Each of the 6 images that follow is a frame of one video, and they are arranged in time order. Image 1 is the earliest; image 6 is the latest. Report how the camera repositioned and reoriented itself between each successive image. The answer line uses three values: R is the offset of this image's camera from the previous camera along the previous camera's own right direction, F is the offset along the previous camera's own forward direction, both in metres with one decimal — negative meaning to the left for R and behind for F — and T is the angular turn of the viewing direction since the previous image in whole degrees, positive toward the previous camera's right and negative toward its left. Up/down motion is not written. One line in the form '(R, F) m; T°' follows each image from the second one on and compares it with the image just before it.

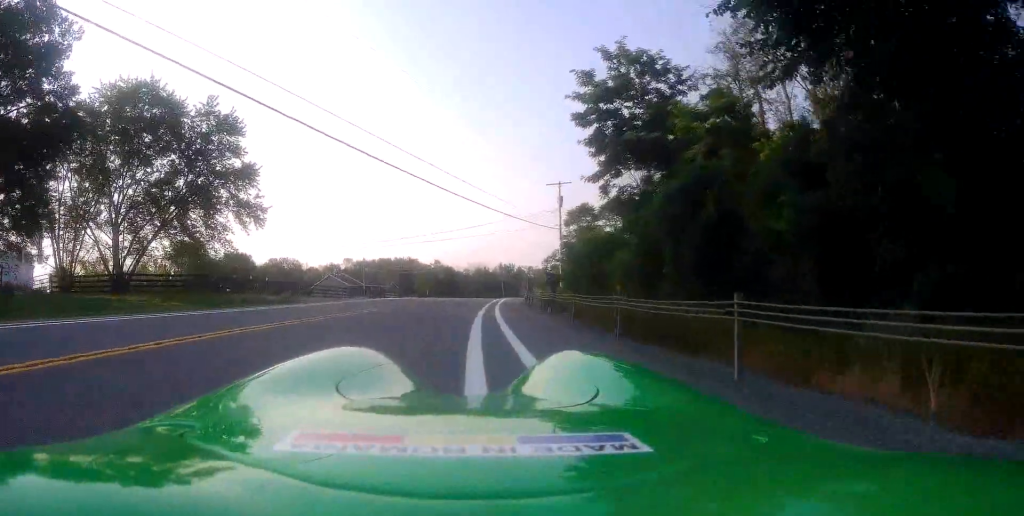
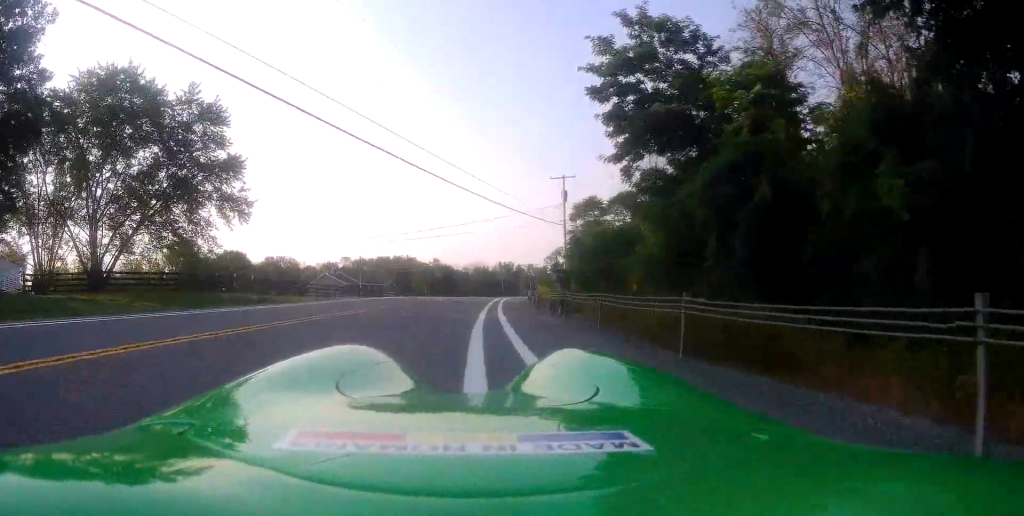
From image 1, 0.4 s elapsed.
(-0.1, +3.0) m; -1°
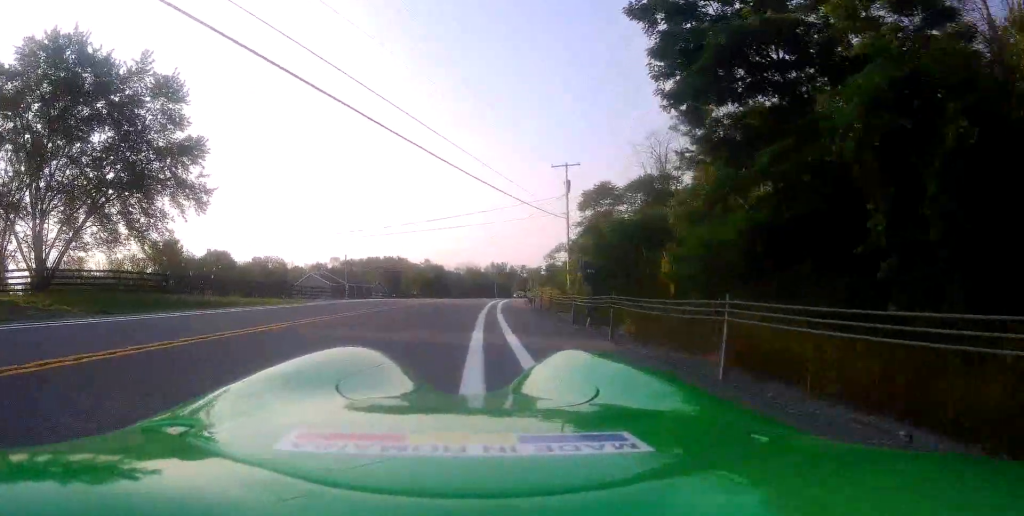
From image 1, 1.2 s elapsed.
(-0.1, +5.7) m; -2°
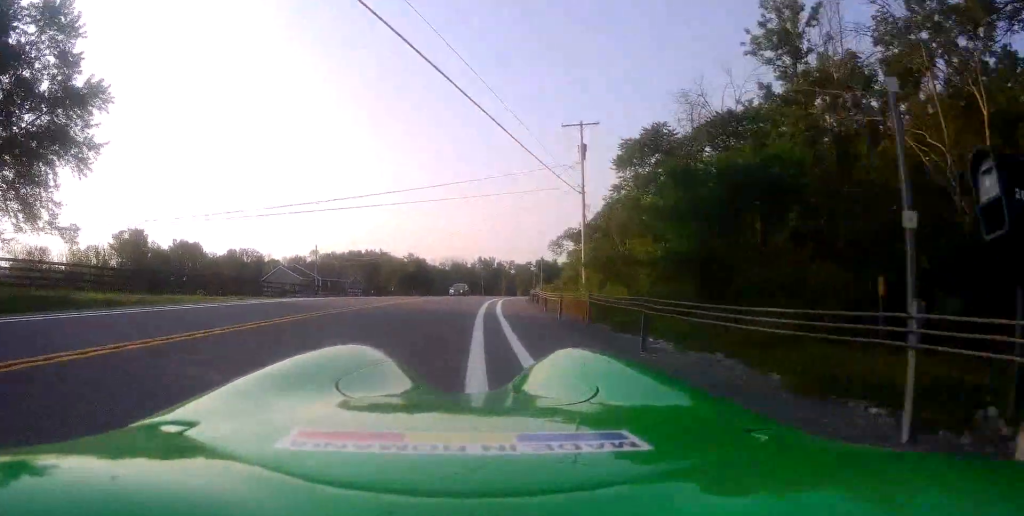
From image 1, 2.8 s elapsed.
(0.0, +11.3) m; 0°
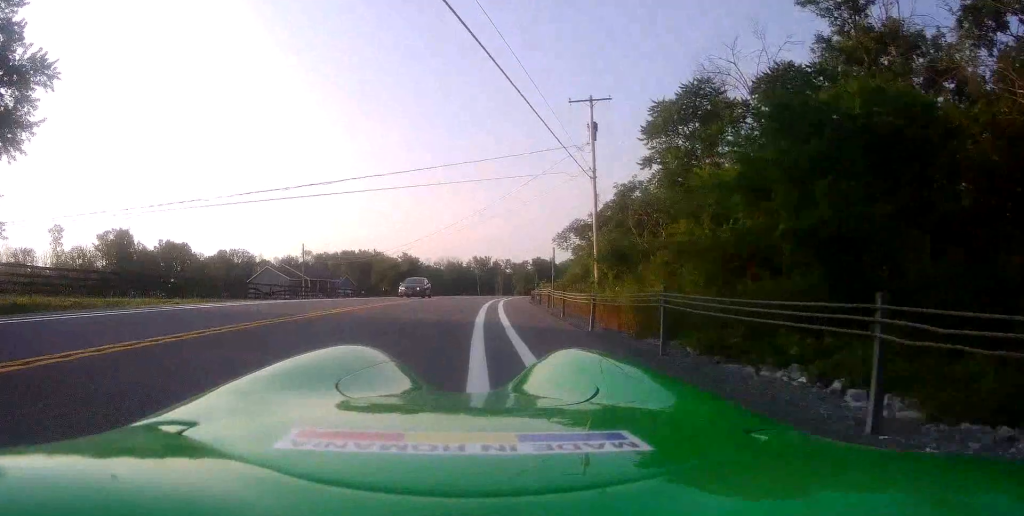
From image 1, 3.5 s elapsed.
(0.0, +4.8) m; +3°
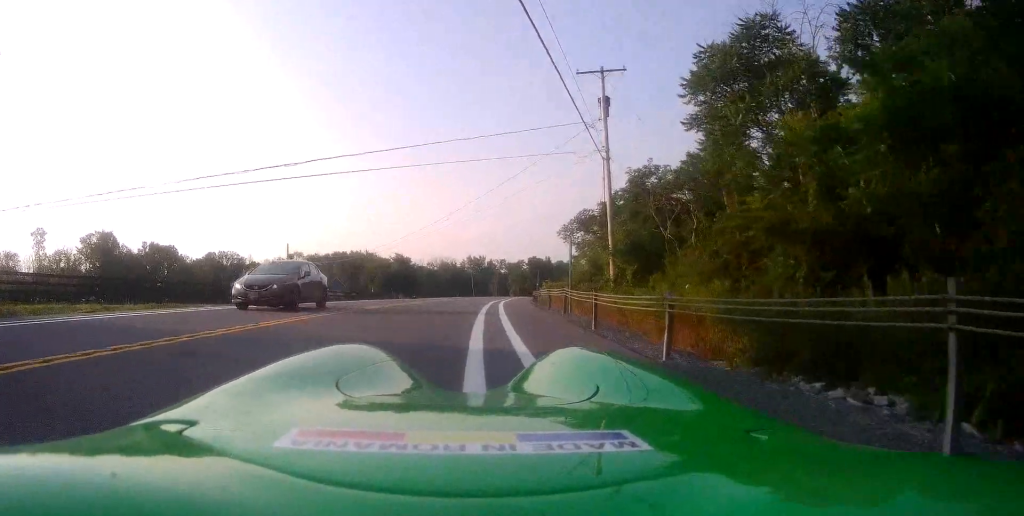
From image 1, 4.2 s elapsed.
(0.0, +4.8) m; +3°
